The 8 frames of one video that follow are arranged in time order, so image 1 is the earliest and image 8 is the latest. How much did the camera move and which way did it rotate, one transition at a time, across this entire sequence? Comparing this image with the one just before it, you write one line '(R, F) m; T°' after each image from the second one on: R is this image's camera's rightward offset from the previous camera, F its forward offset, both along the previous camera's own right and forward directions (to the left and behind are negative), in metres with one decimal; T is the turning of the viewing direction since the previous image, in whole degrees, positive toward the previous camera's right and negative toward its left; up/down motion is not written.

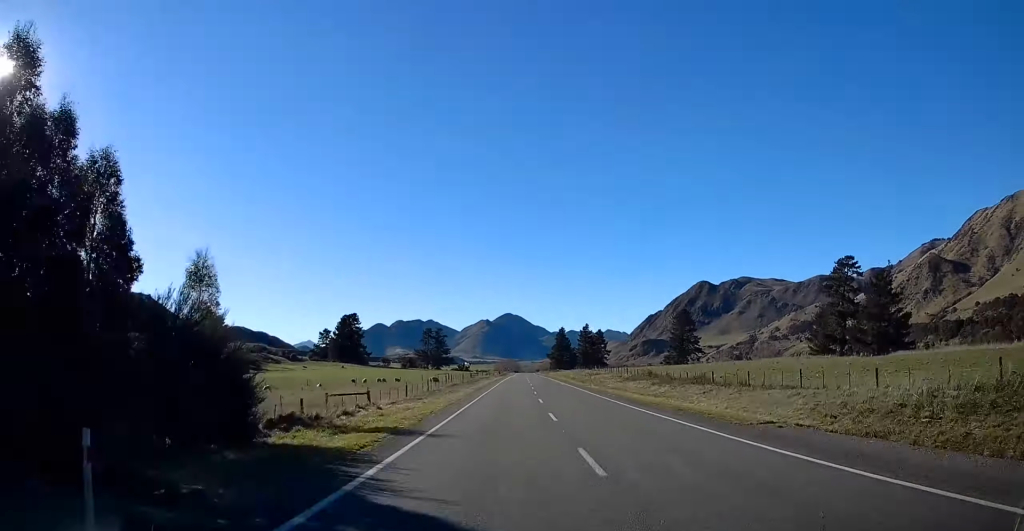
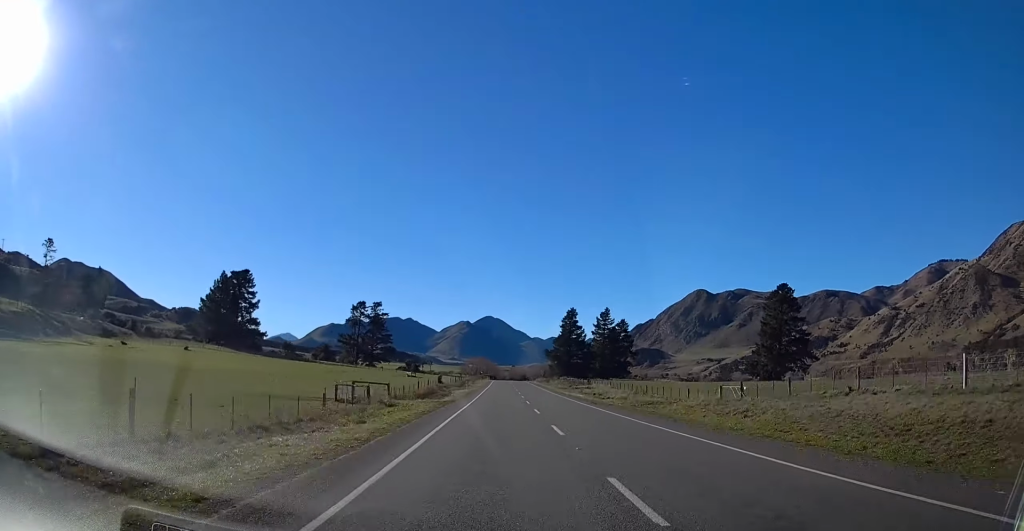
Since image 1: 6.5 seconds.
(+6.3, +147.1) m; +3°
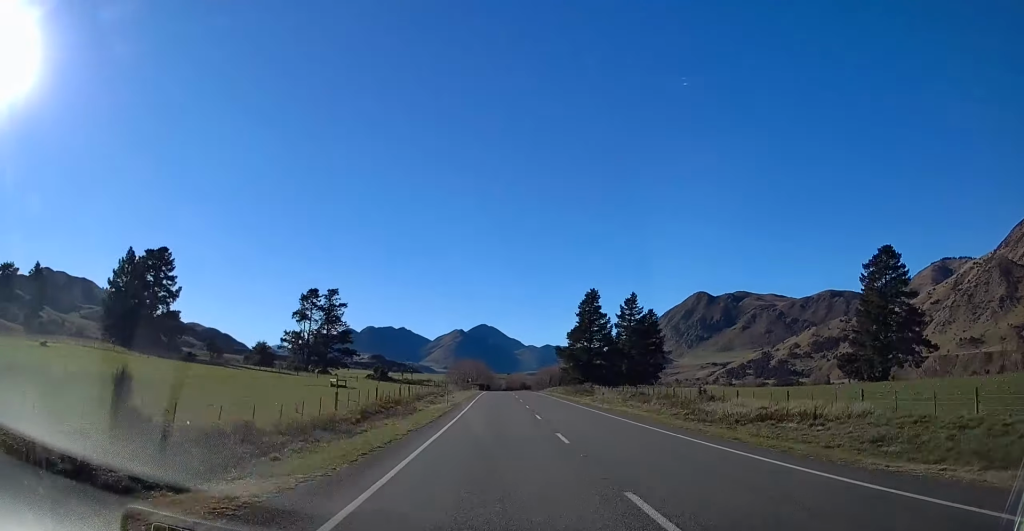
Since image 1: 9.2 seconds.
(+0.3, +64.2) m; 0°
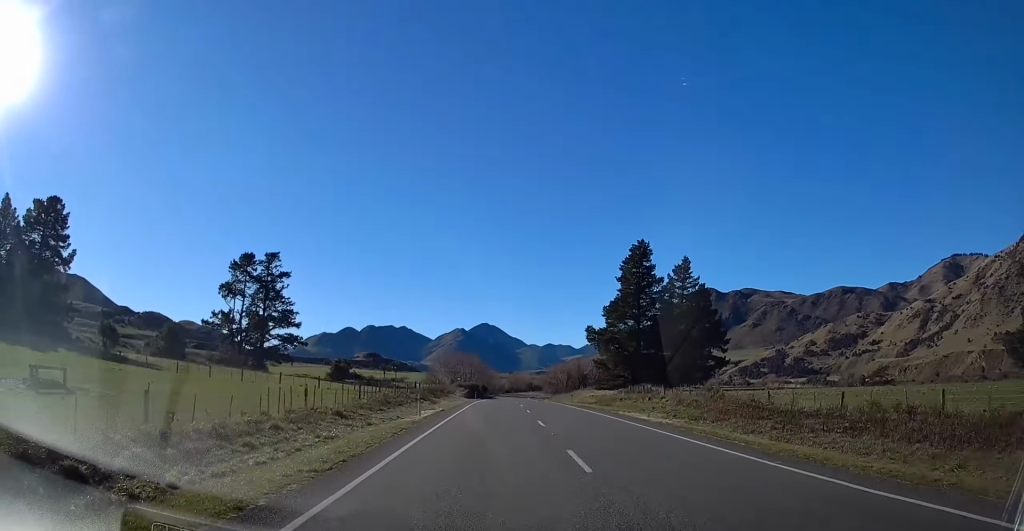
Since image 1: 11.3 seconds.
(-0.1, +52.7) m; 0°
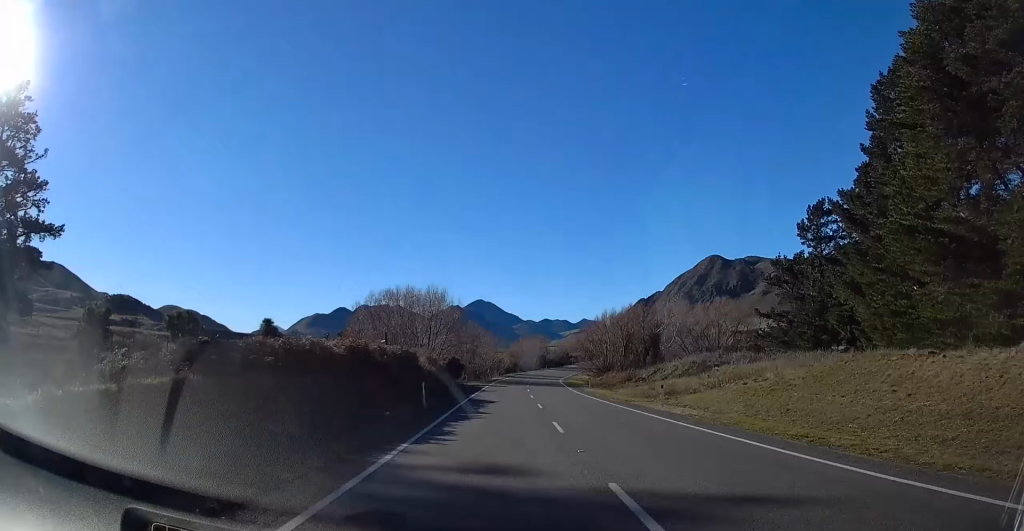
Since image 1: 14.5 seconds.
(0.0, +81.2) m; +3°
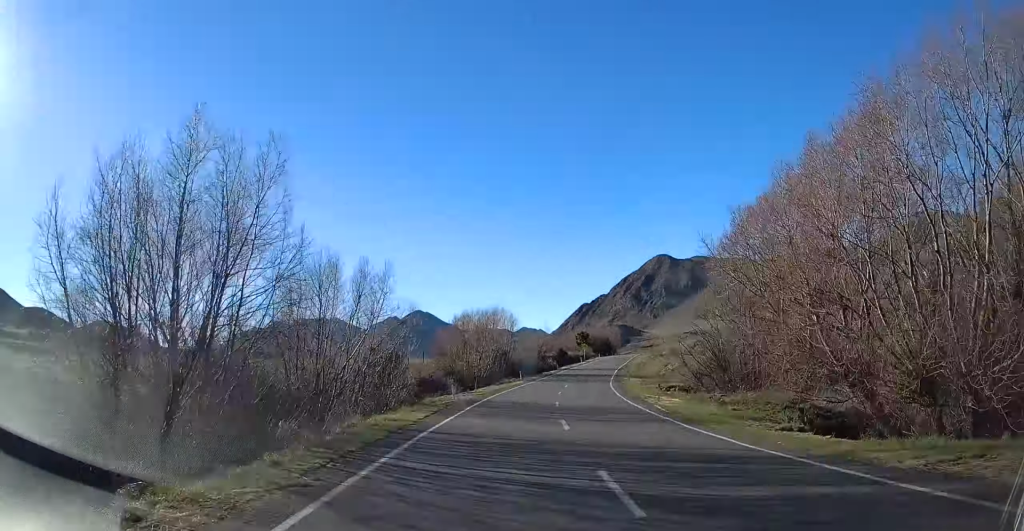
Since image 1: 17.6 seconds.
(+2.5, +78.1) m; +5°
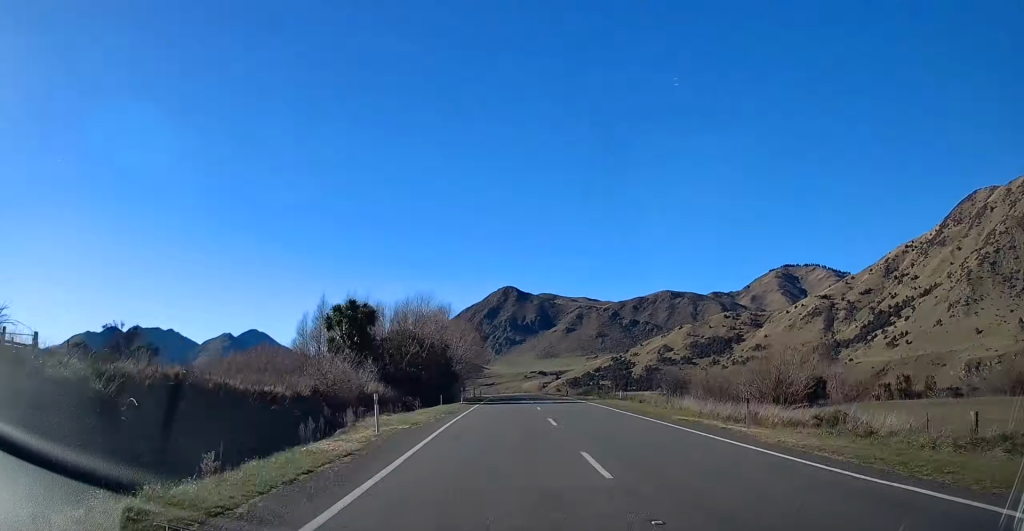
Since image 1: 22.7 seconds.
(+12.7, +127.6) m; +9°
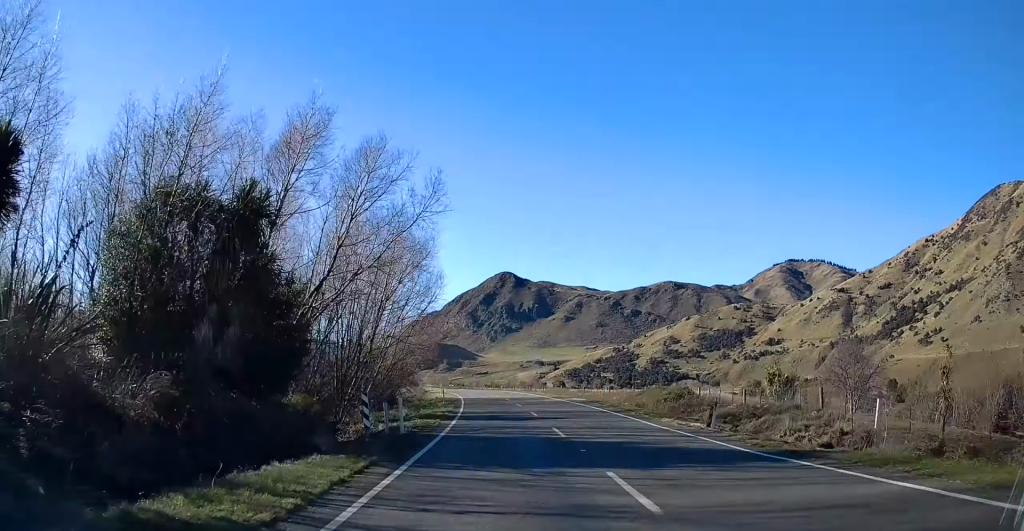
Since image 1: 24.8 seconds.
(+1.3, +53.8) m; 0°
